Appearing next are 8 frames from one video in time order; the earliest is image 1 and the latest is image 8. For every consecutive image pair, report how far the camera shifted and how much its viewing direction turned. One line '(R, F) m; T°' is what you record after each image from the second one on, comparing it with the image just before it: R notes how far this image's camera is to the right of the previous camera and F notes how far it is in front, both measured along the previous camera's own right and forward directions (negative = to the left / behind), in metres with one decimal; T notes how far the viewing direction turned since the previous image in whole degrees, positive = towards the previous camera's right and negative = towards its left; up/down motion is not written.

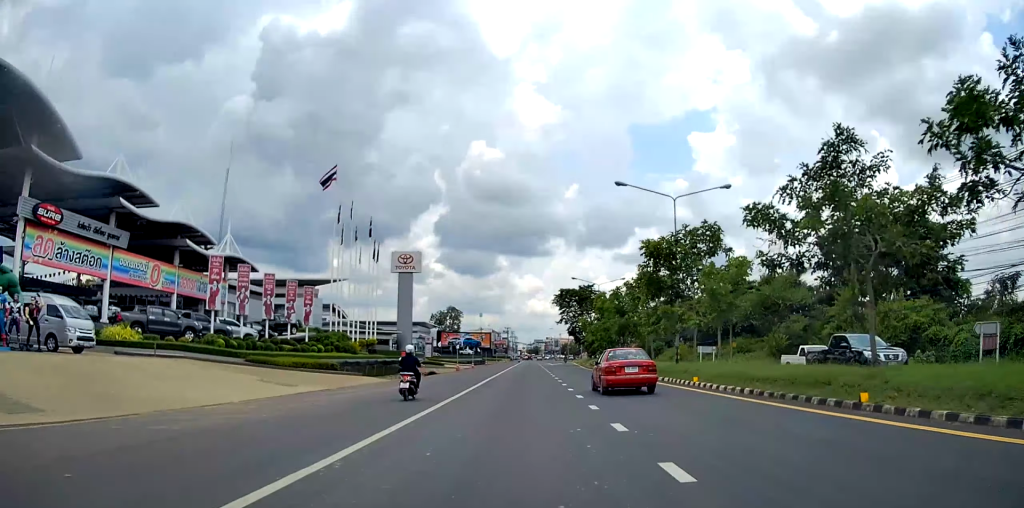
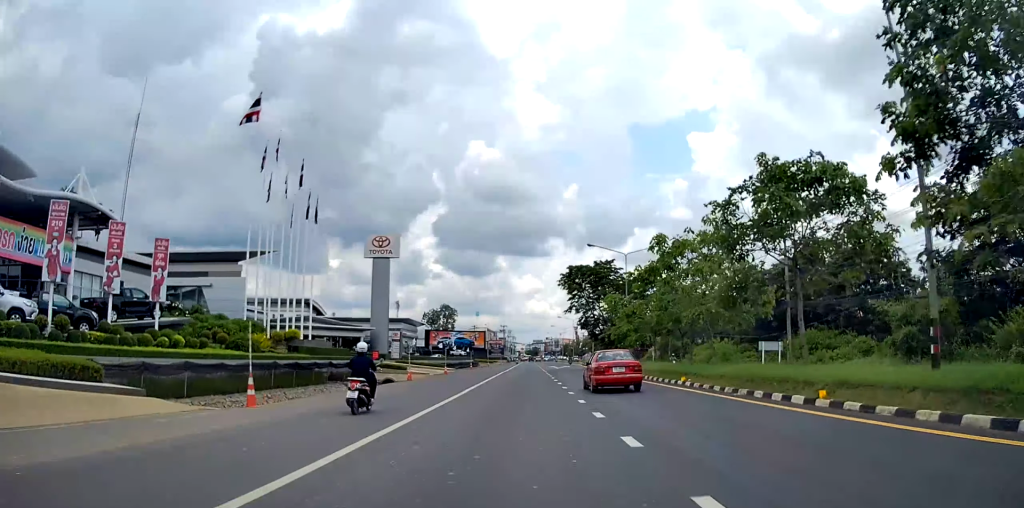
(0.0, +23.0) m; 0°
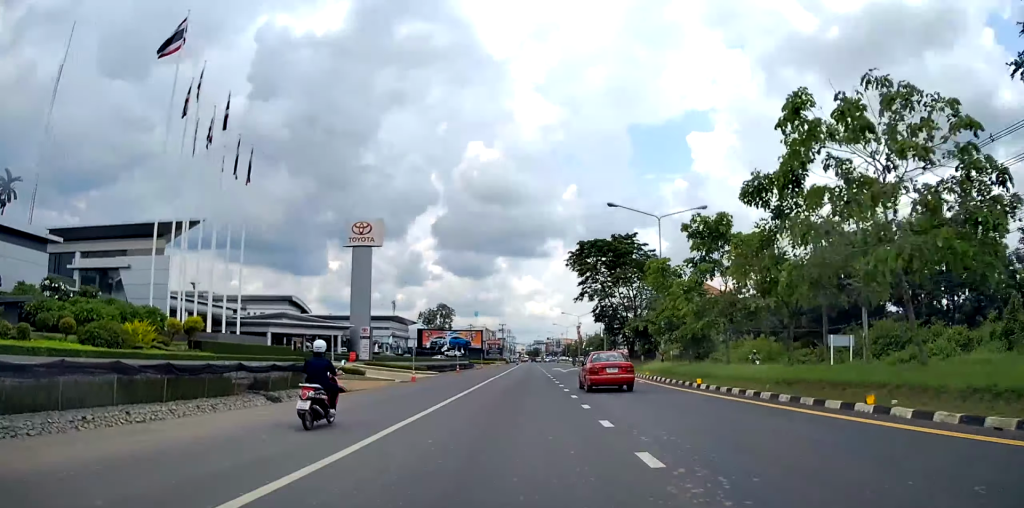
(0.0, +14.2) m; 0°
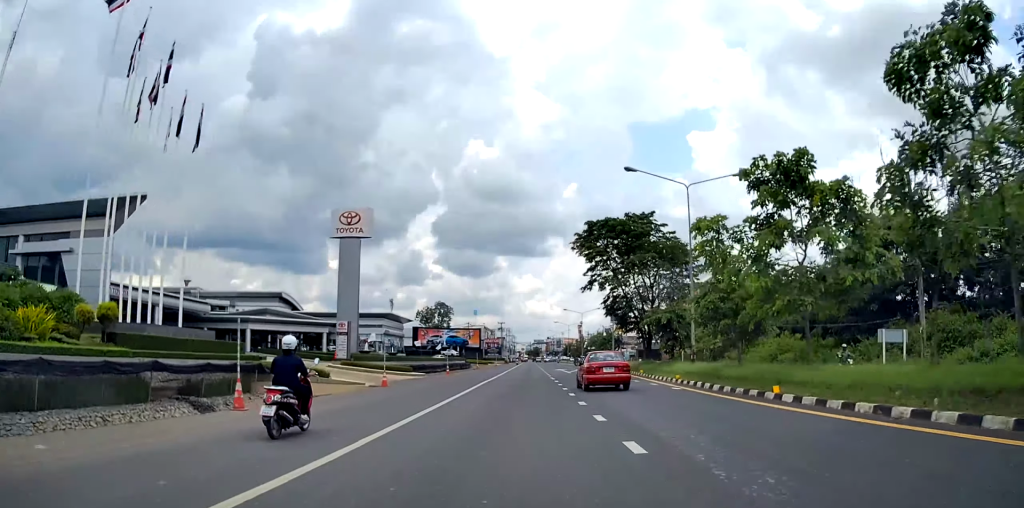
(0.0, +7.4) m; 0°
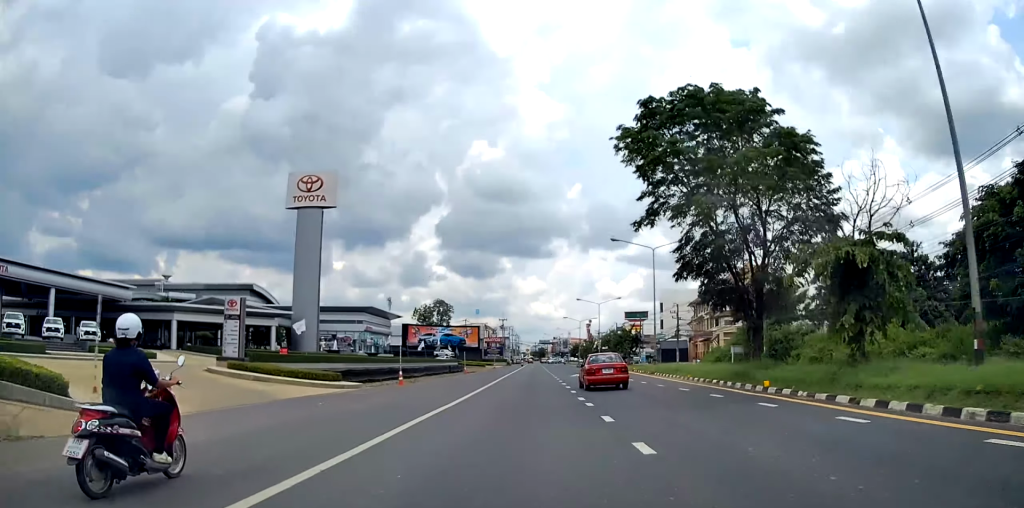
(0.0, +21.4) m; 0°
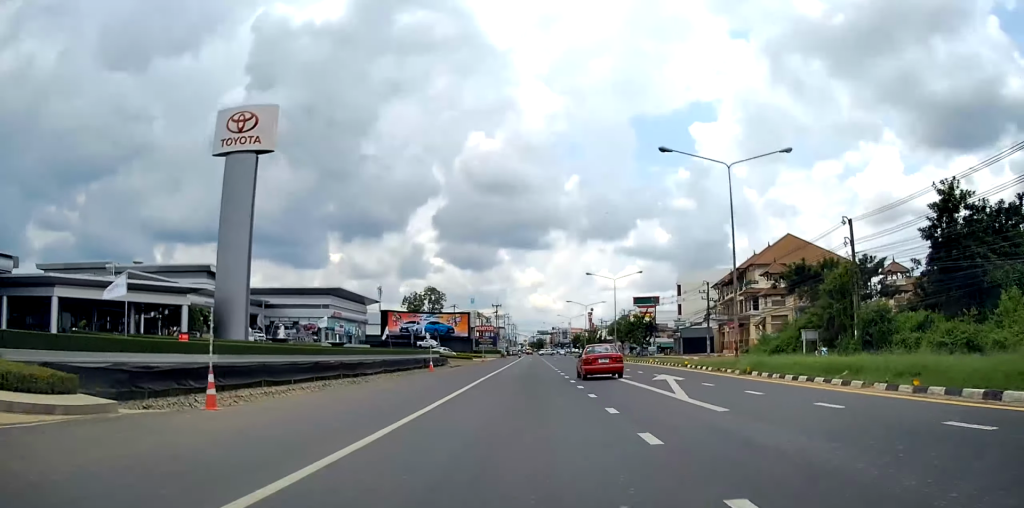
(0.0, +20.0) m; 0°
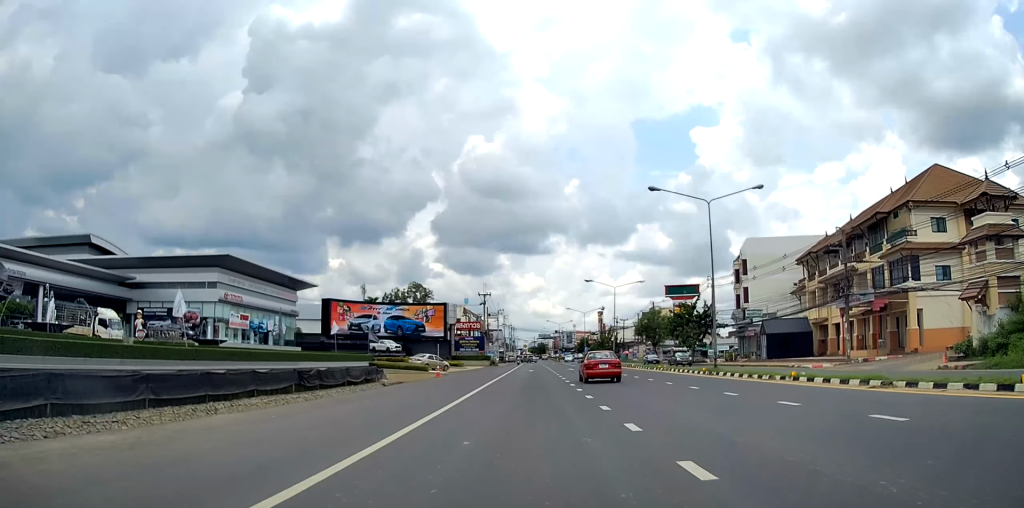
(0.0, +38.1) m; 0°
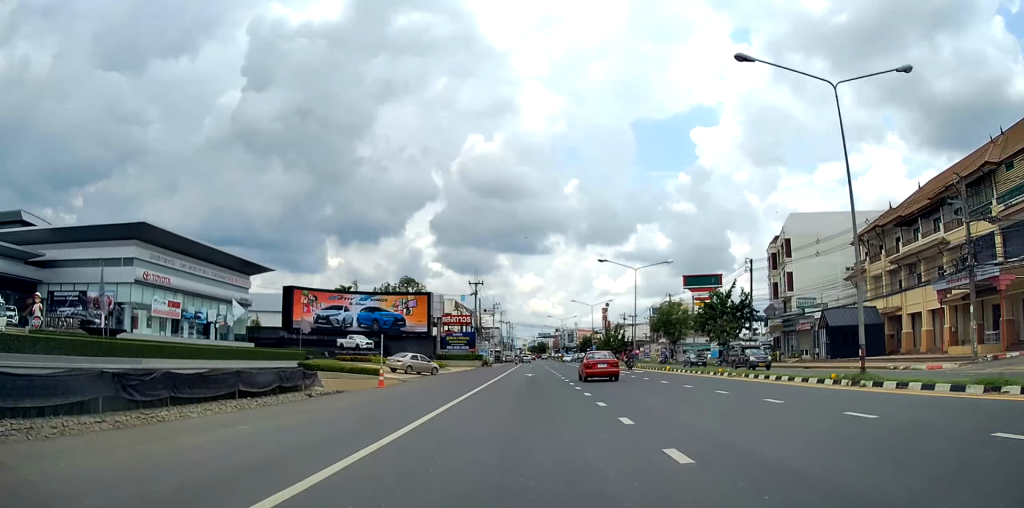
(0.0, +15.2) m; 0°
